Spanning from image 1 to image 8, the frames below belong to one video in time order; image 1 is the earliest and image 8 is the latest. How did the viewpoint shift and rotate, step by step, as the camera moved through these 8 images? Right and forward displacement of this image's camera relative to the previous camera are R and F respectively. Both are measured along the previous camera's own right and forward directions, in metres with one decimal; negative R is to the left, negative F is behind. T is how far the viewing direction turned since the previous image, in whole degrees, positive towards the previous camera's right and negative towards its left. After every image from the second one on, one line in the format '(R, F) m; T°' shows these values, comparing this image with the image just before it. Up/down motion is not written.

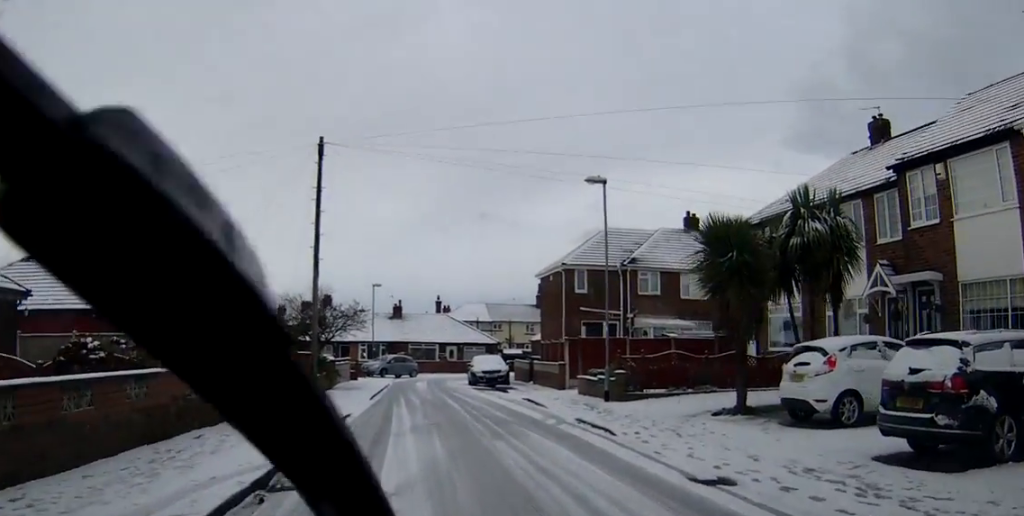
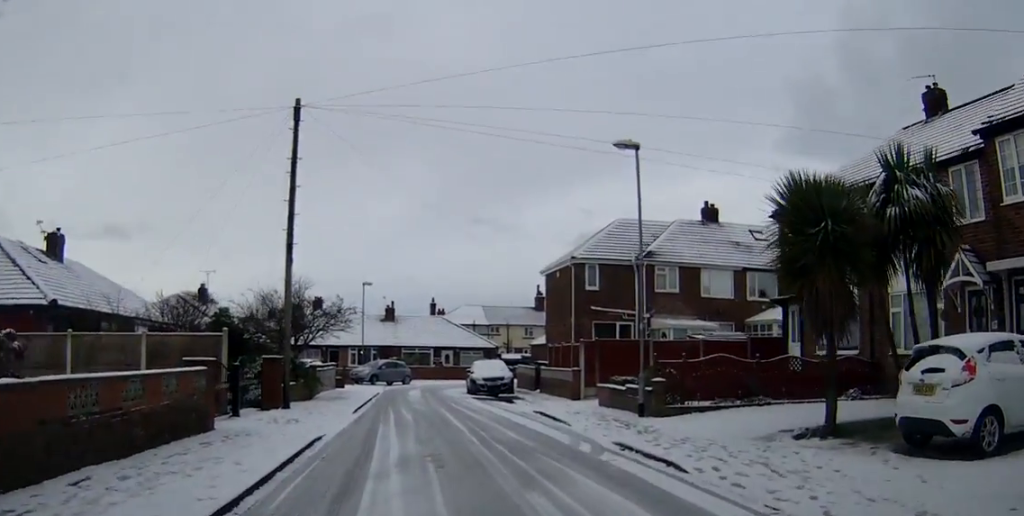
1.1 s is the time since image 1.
(0.0, +3.9) m; -1°
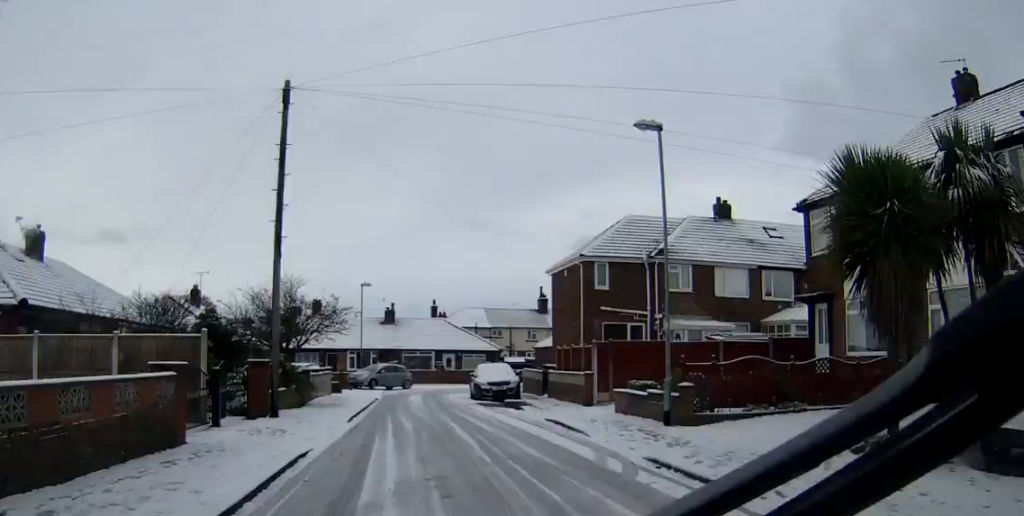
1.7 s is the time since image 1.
(0.0, +1.8) m; 0°
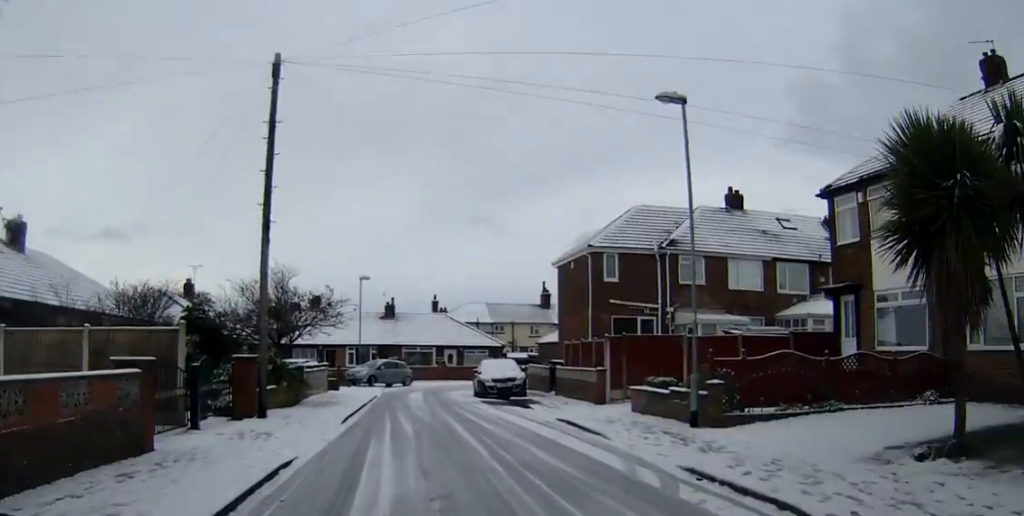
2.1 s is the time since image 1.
(0.0, +1.6) m; 0°
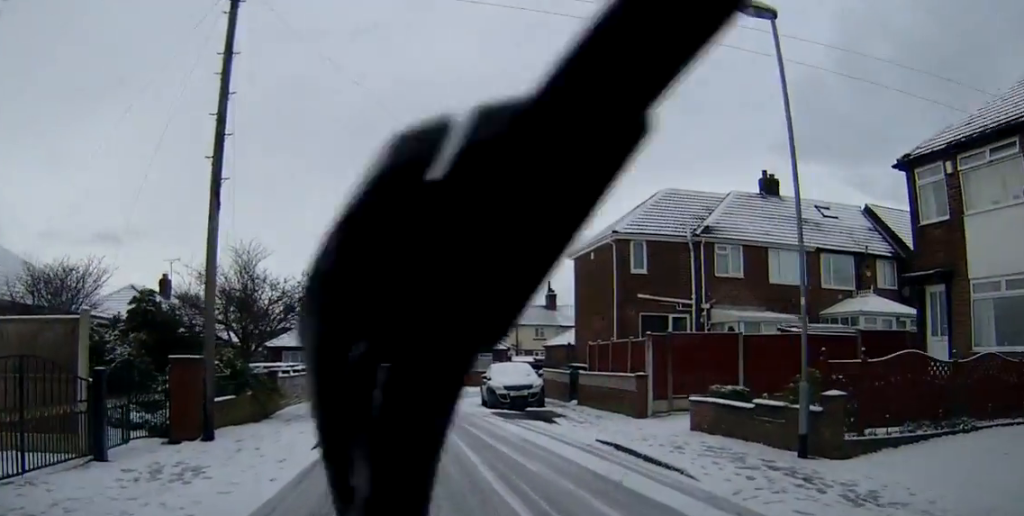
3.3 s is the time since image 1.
(+0.1, +4.1) m; +1°
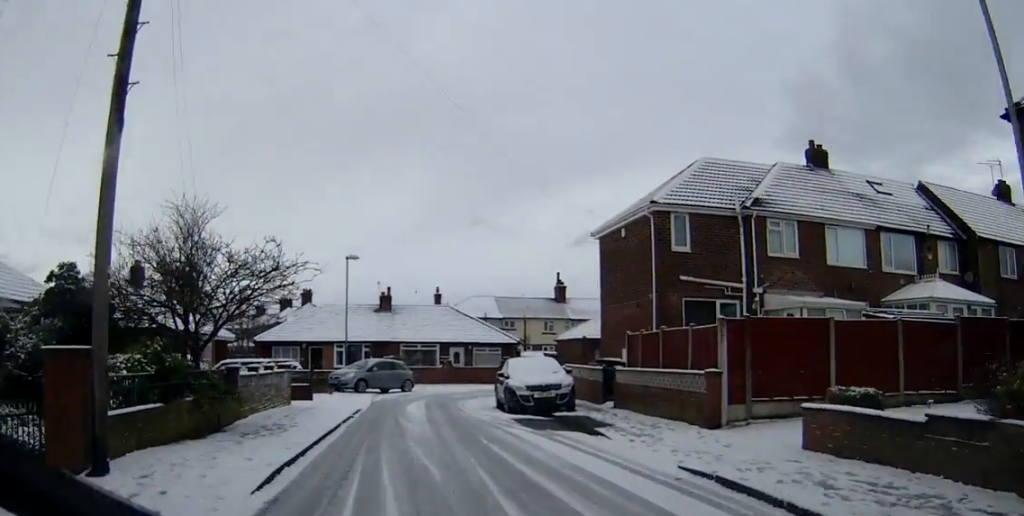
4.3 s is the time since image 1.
(0.0, +3.9) m; 0°
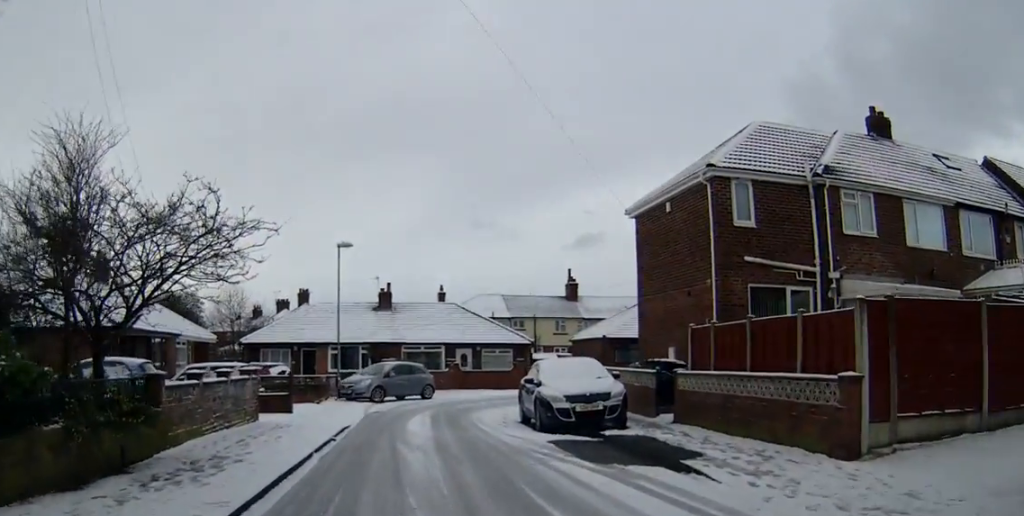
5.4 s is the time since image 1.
(-0.1, +4.3) m; -1°
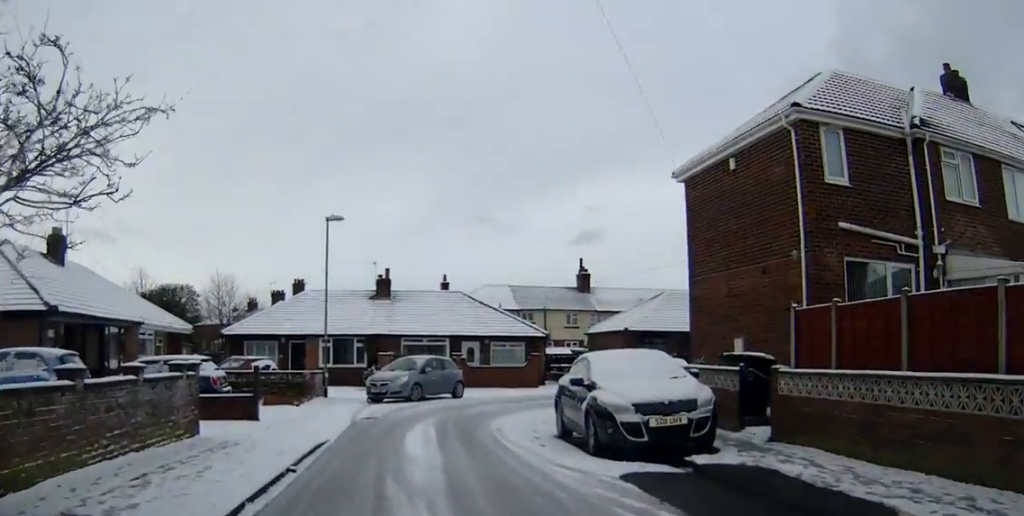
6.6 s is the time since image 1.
(0.0, +4.3) m; +1°
